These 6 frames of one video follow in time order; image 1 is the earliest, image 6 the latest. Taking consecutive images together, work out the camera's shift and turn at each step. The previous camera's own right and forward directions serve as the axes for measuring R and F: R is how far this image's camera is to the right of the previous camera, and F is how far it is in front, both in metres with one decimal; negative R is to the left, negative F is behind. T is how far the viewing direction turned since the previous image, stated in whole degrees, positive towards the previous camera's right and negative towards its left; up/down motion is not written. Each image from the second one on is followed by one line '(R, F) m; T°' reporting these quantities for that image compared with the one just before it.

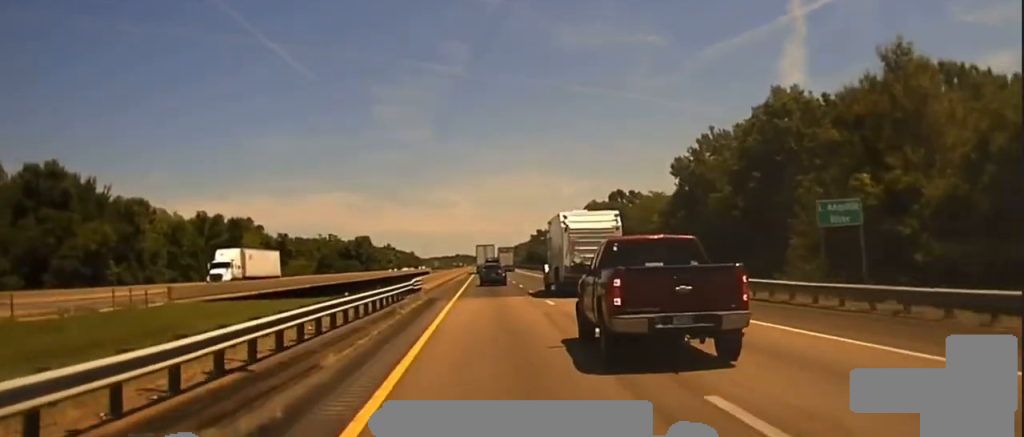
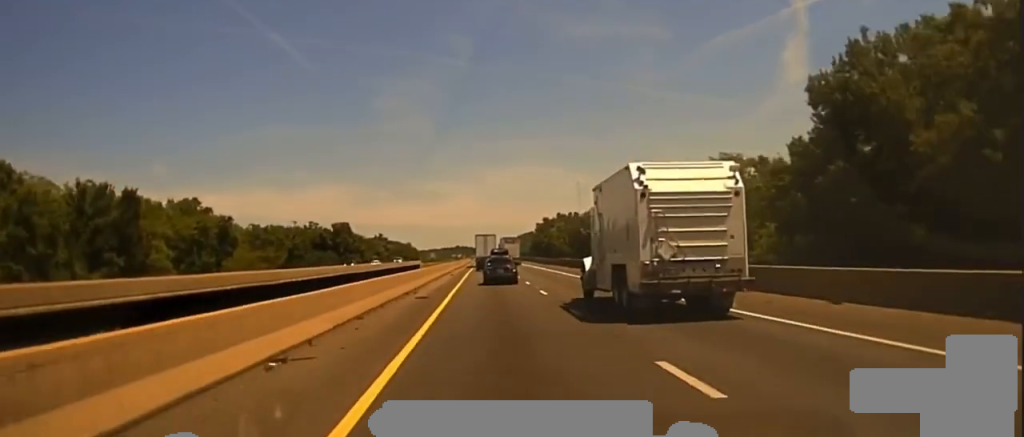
(+0.1, +47.8) m; 0°
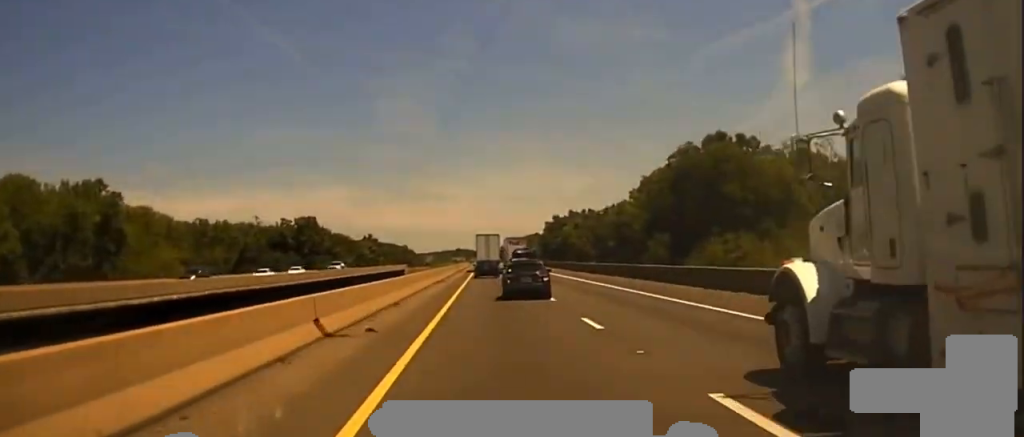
(-0.1, +54.4) m; 0°
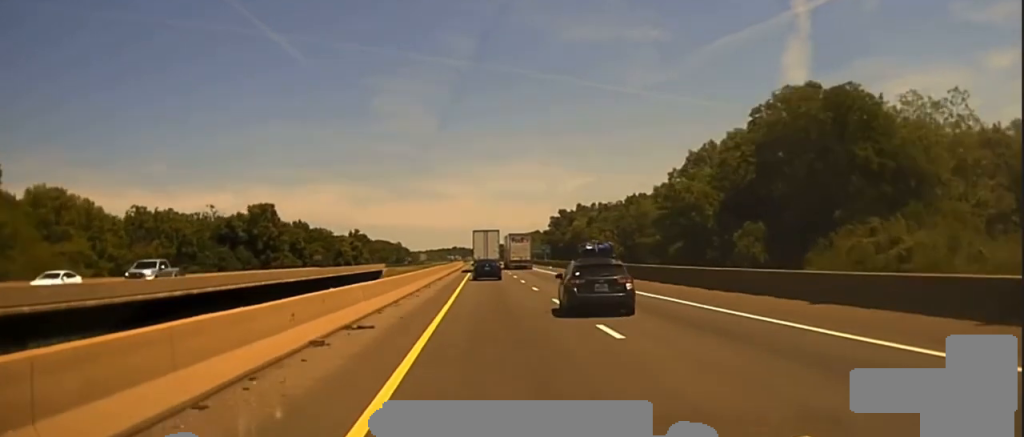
(0.0, +40.8) m; -1°
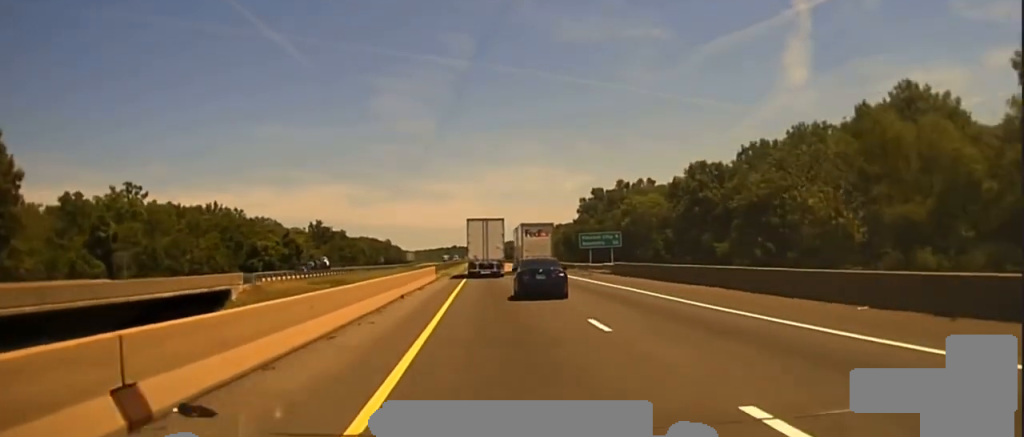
(+0.5, +97.1) m; +2°
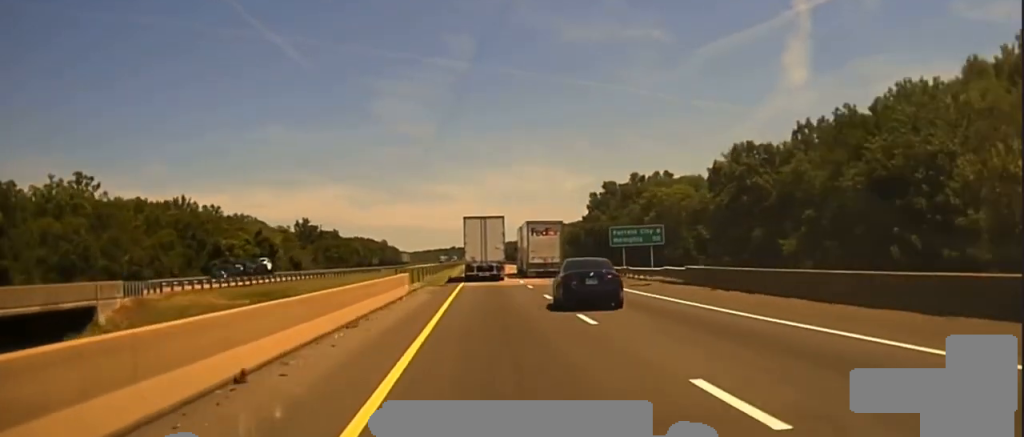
(+0.1, +22.2) m; 0°
